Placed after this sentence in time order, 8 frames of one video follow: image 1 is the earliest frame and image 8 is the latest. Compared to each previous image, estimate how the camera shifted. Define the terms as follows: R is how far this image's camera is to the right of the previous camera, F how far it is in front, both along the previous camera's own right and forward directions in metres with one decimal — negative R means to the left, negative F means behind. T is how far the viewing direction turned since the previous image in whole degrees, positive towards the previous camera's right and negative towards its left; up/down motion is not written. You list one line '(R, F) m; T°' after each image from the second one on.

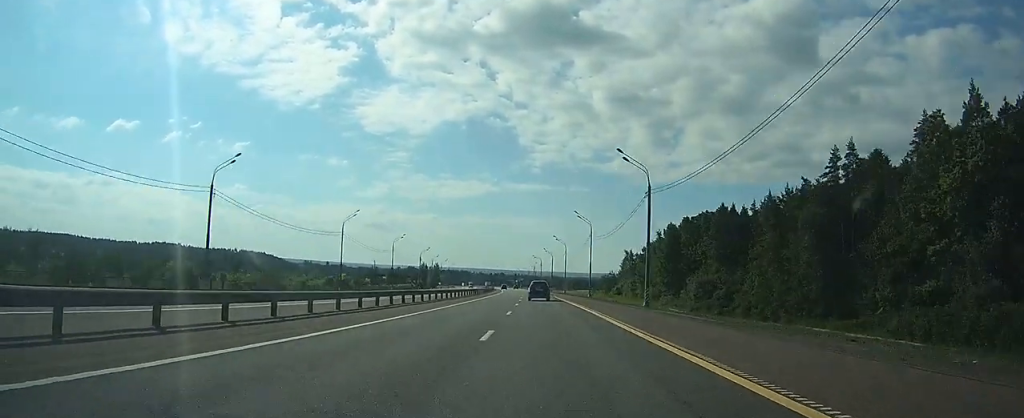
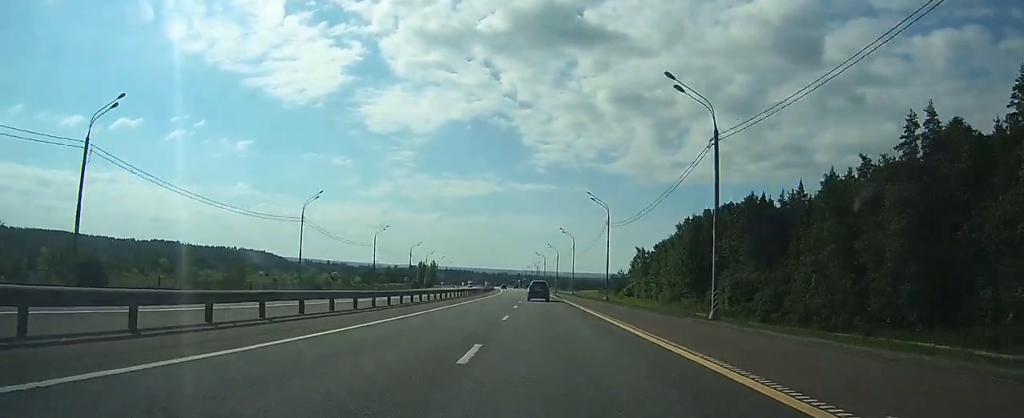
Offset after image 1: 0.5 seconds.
(0.0, +15.9) m; 0°
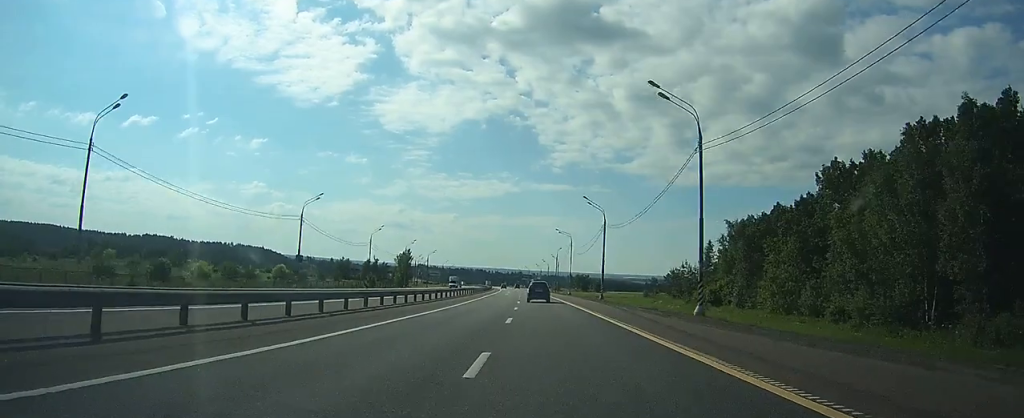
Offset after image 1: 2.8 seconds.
(-0.6, +73.5) m; -1°
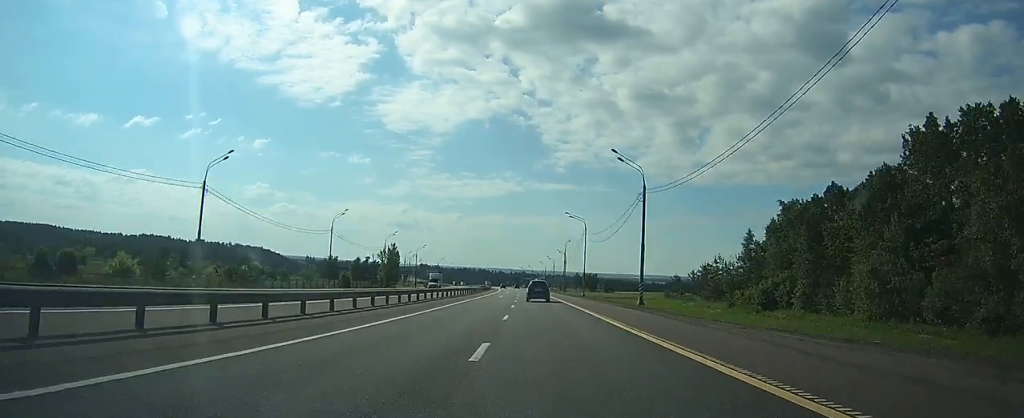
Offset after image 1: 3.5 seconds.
(-0.1, +22.5) m; 0°
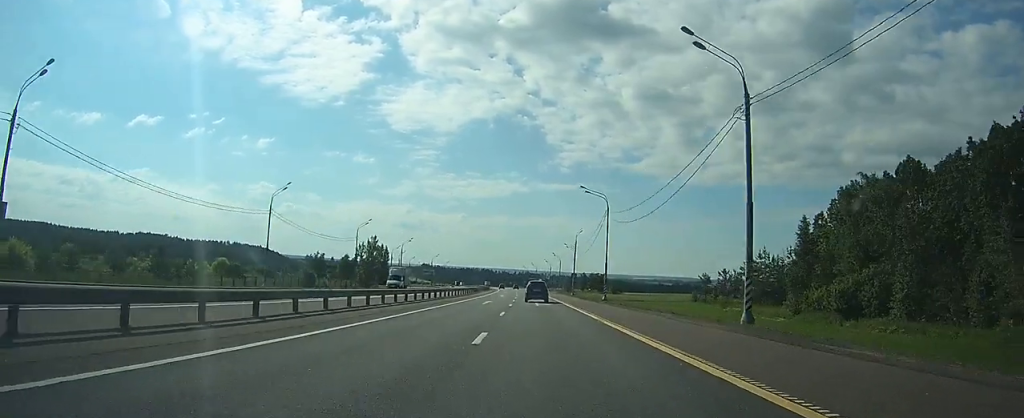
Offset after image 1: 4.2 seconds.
(0.0, +21.5) m; -1°
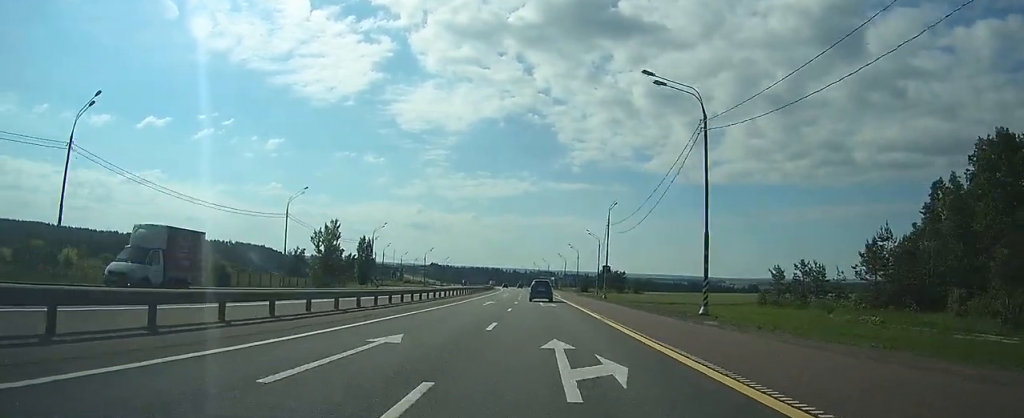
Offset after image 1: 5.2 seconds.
(-0.4, +32.3) m; -1°
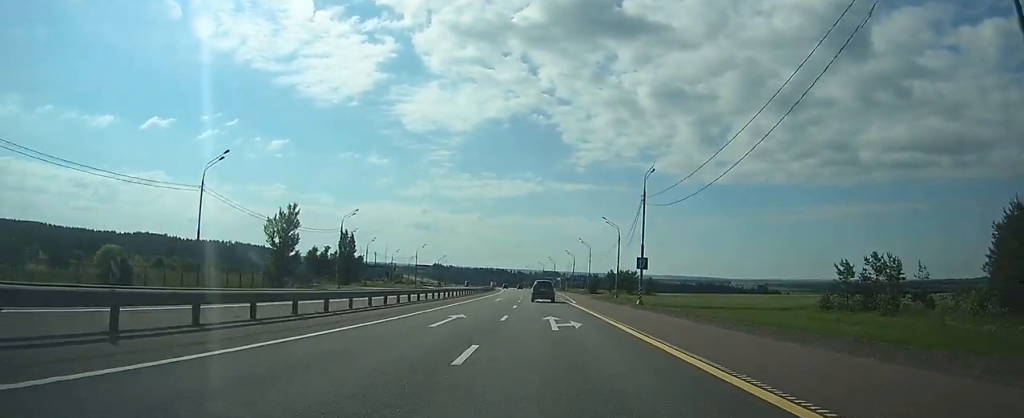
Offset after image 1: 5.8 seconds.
(0.0, +19.4) m; 0°
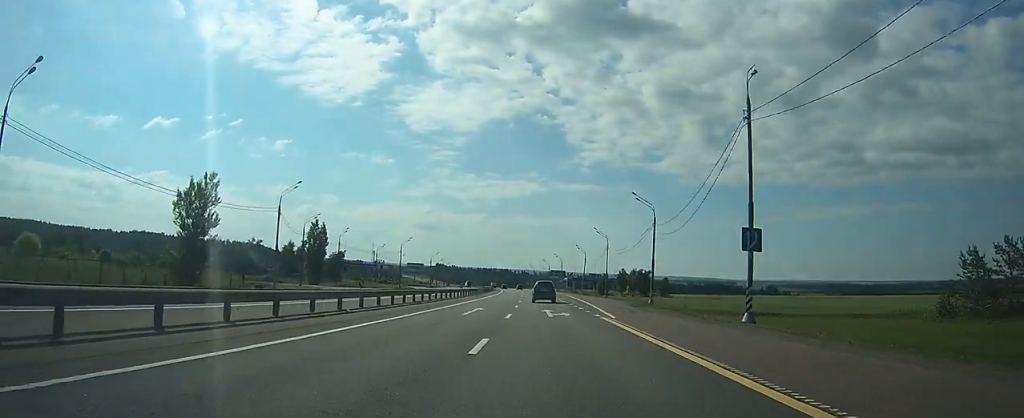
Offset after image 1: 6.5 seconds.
(0.0, +22.7) m; 0°
